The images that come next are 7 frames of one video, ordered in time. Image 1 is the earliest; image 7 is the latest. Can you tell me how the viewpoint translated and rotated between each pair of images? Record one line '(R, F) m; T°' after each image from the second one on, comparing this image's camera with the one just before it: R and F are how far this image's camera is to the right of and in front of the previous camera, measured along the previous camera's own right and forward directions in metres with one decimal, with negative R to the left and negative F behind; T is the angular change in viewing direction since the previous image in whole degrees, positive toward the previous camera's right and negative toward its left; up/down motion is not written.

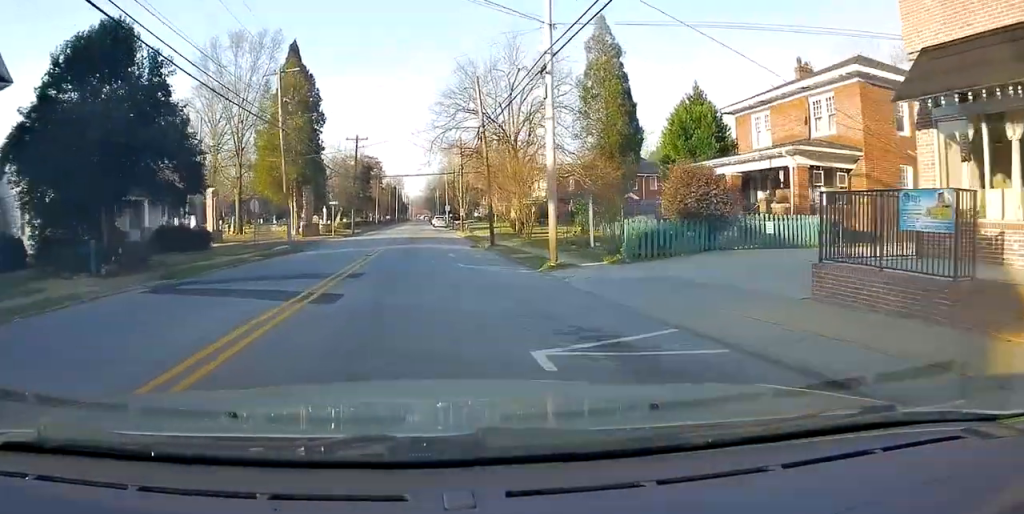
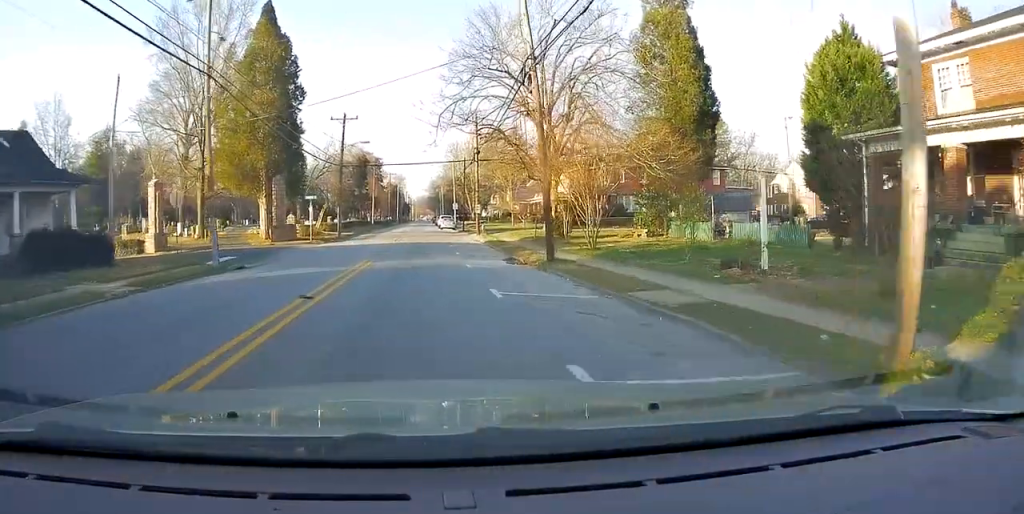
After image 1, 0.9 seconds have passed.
(-0.1, +13.6) m; 0°
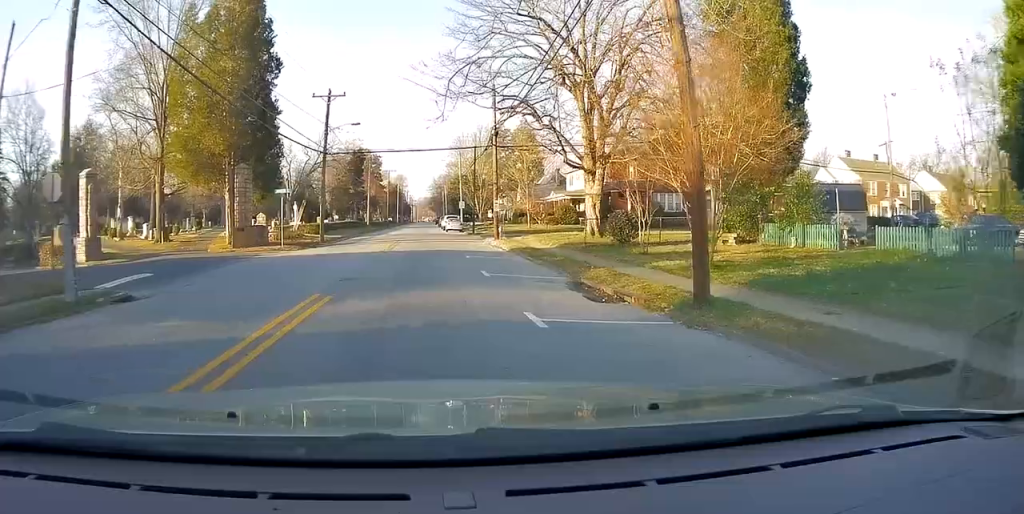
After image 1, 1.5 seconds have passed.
(0.0, +10.8) m; 0°
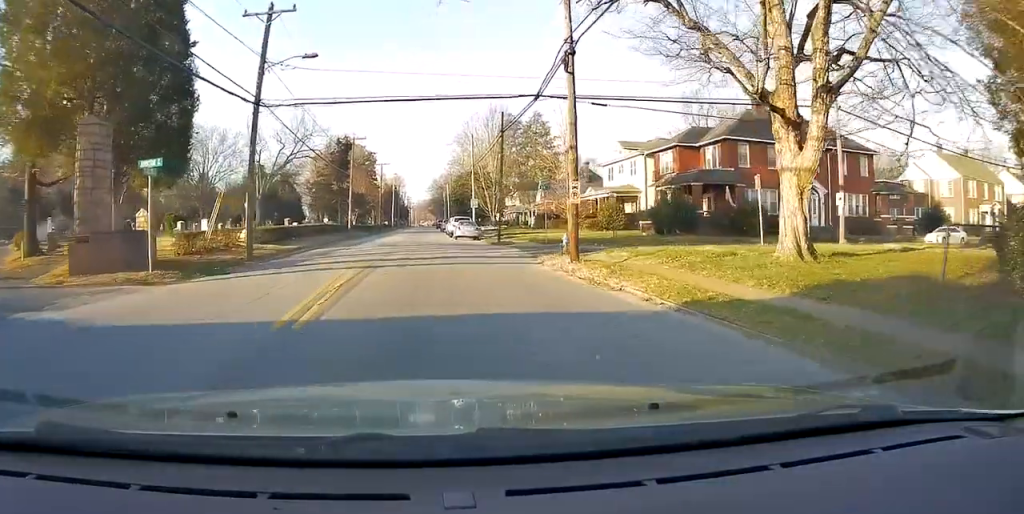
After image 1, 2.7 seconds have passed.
(+0.1, +20.9) m; 0°
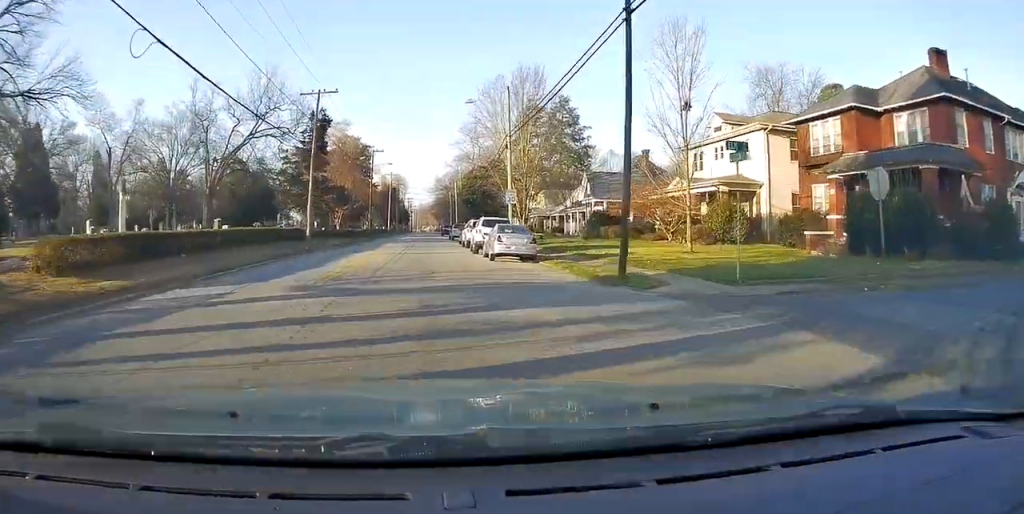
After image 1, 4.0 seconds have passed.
(-0.2, +22.6) m; -1°
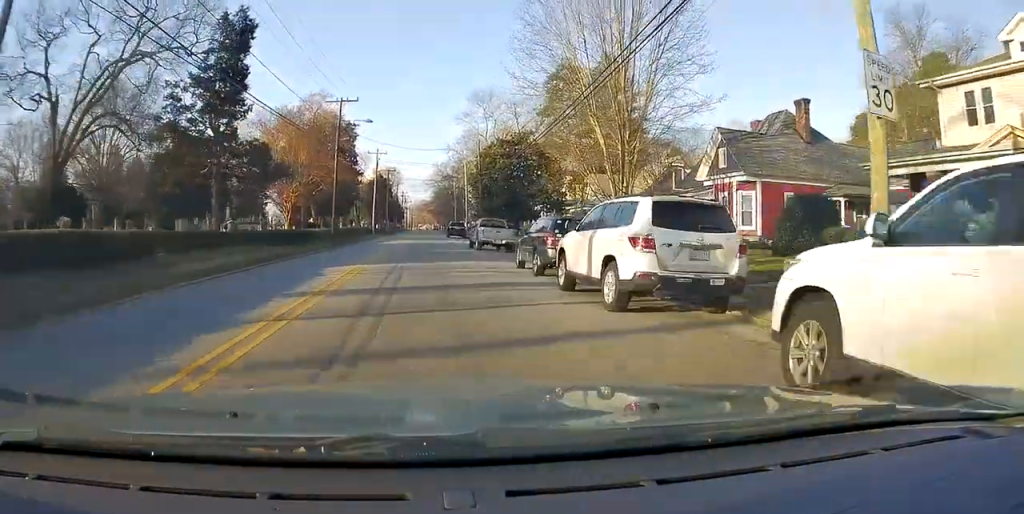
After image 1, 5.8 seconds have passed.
(-0.2, +28.6) m; -1°
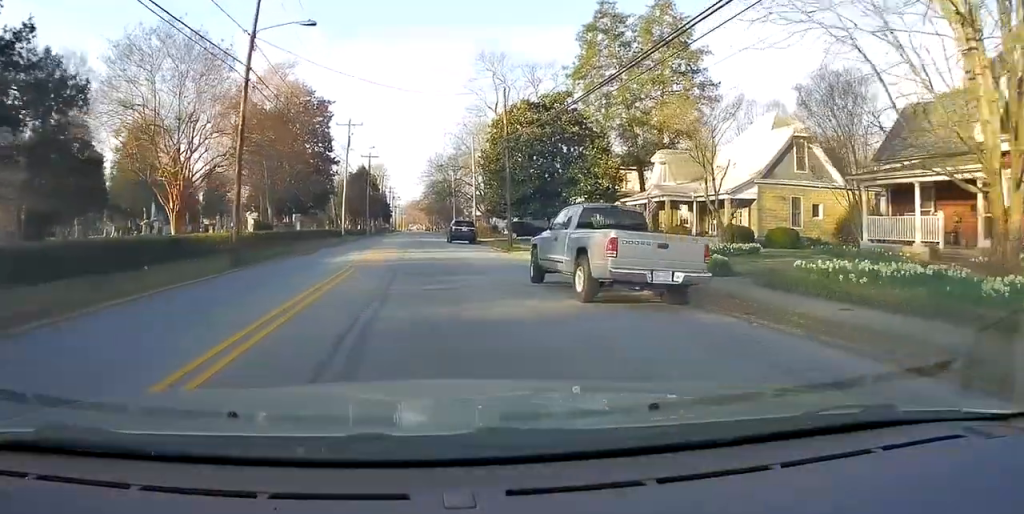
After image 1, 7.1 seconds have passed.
(+0.4, +21.4) m; +2°
